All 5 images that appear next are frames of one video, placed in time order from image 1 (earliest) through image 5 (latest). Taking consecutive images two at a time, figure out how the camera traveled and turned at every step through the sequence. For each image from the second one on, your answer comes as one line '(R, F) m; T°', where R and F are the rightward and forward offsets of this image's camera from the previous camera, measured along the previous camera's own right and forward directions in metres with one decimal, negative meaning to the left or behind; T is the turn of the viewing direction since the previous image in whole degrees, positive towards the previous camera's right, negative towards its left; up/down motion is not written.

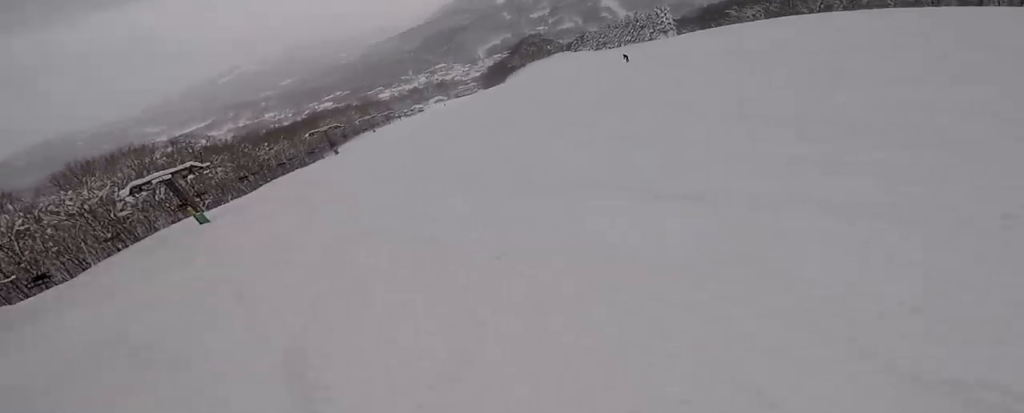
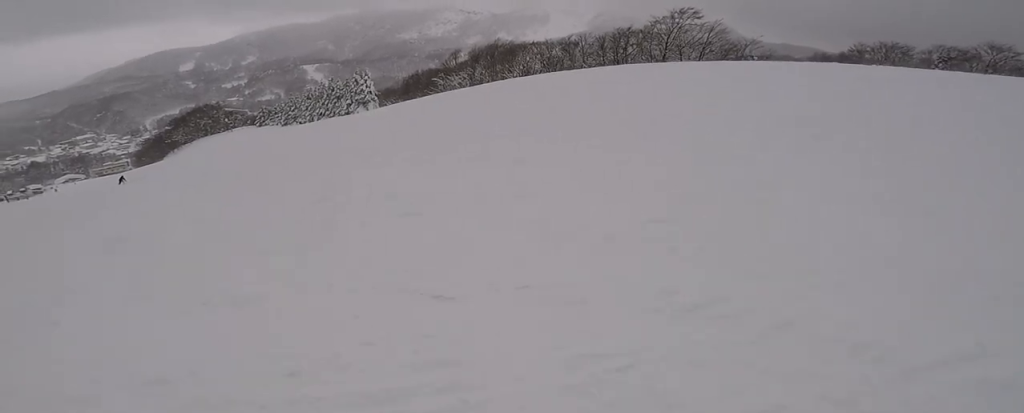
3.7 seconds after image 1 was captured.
(+10.7, +19.9) m; +34°
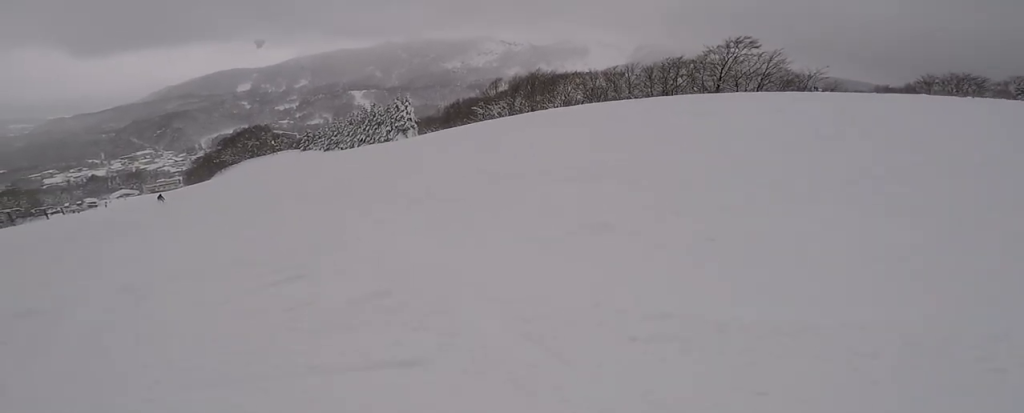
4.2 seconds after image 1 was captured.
(-0.5, +3.2) m; 0°
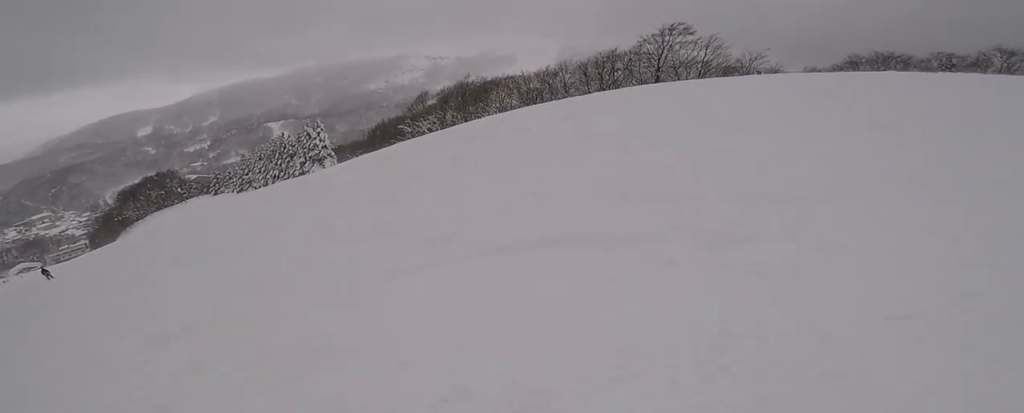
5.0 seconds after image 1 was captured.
(+0.8, +5.7) m; +7°
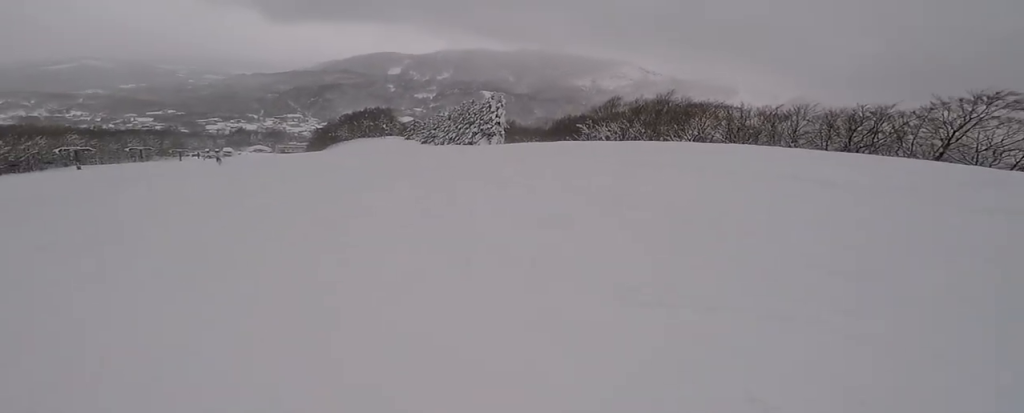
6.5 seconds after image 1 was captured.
(-0.7, +8.8) m; -28°
